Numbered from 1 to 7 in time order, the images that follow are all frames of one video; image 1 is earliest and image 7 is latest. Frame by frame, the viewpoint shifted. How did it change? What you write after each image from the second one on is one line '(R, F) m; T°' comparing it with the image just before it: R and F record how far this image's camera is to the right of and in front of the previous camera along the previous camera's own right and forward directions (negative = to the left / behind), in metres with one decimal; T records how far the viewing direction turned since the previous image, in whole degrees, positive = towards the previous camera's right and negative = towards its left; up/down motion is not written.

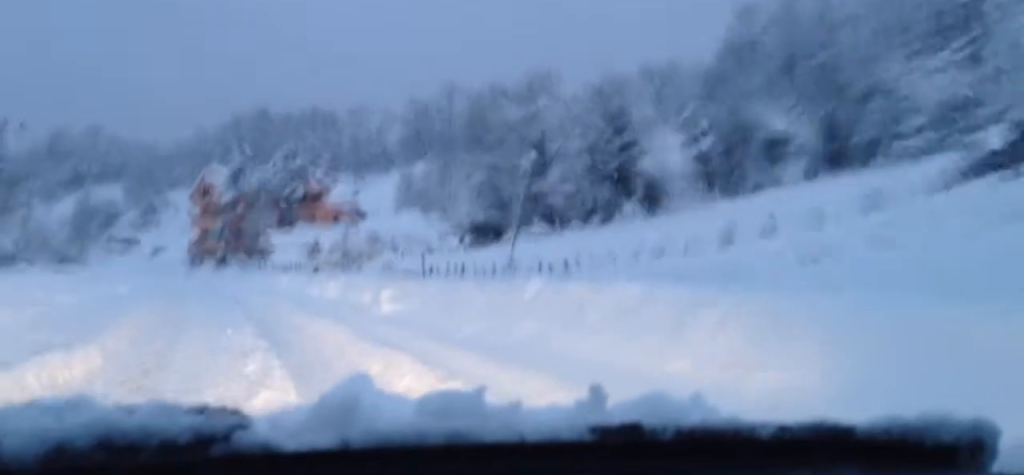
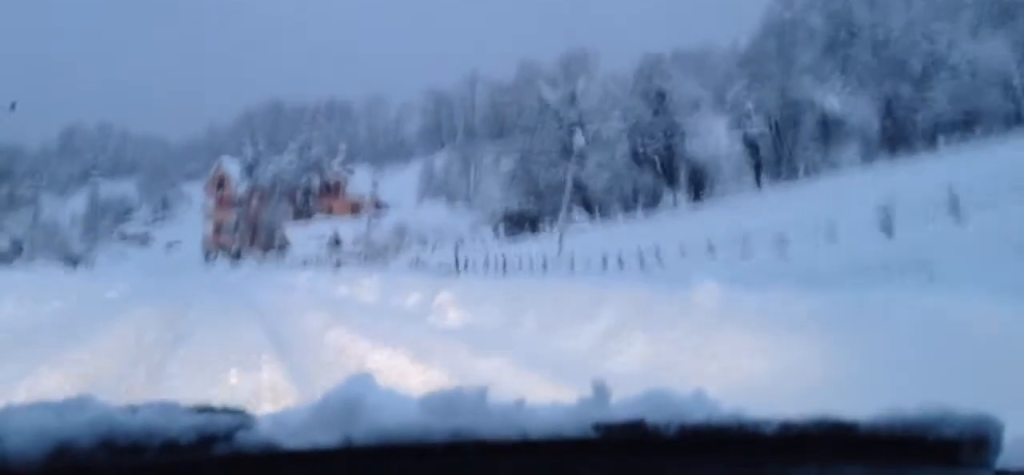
(0.0, +5.8) m; +1°
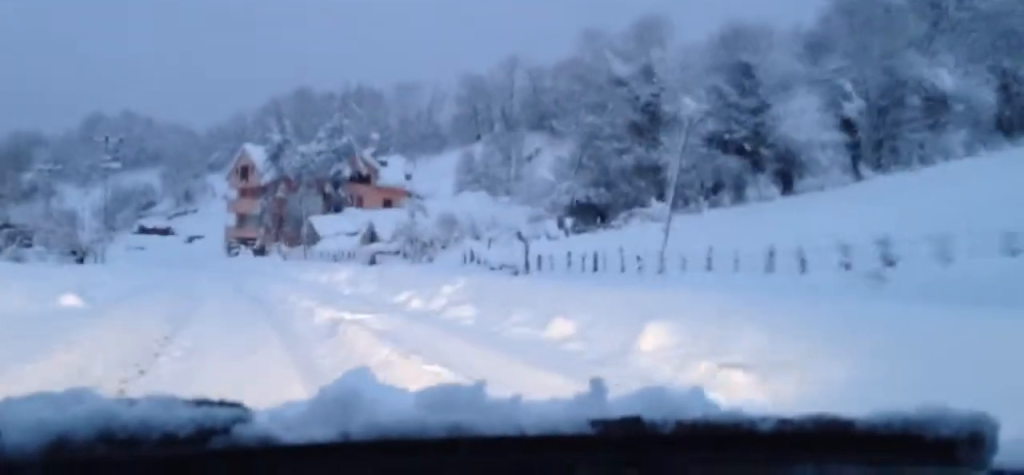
(+0.1, +9.2) m; -1°
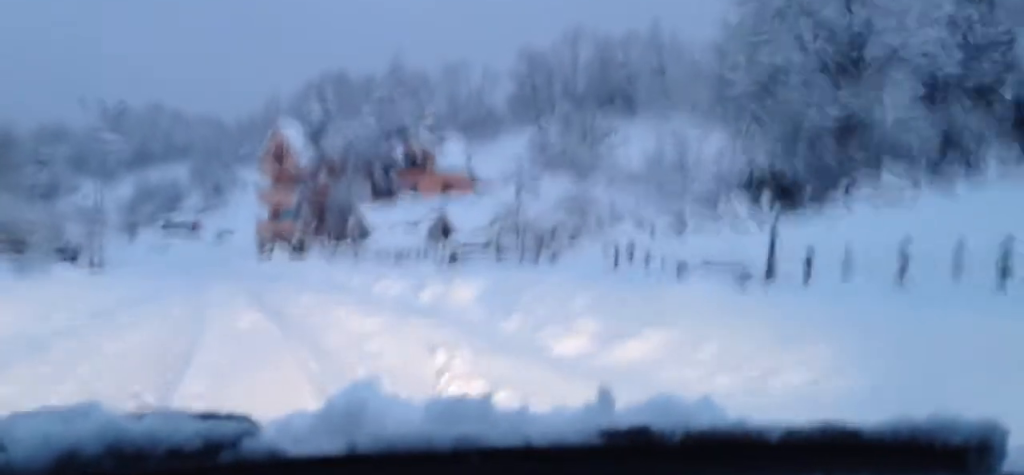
(-0.2, +17.7) m; -1°
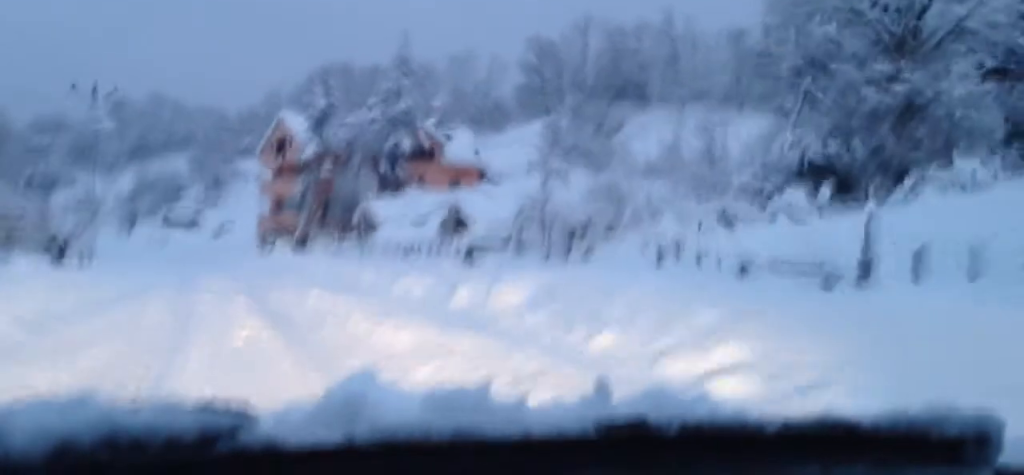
(0.0, +3.7) m; -1°
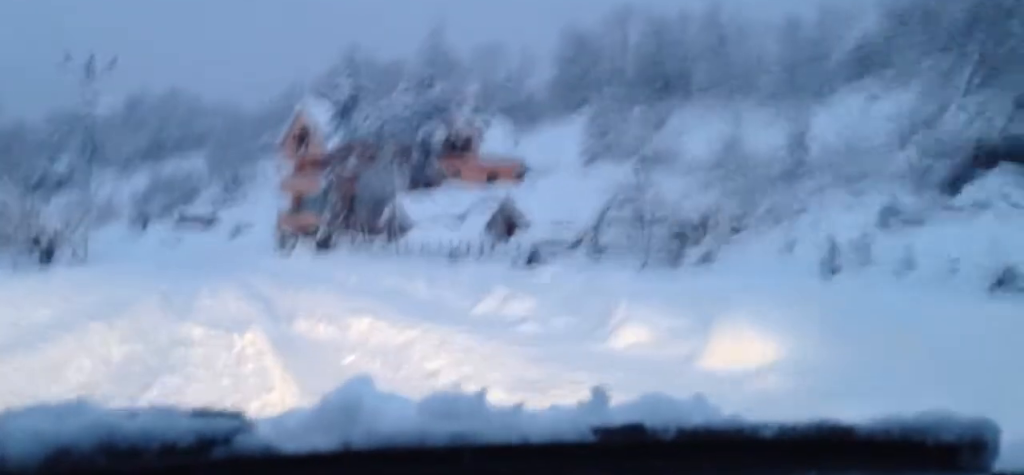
(-0.1, +8.0) m; -2°
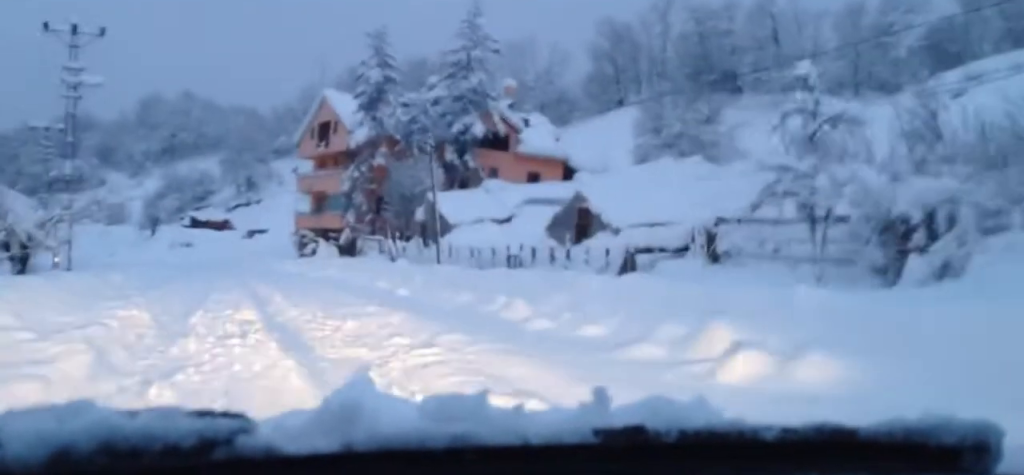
(-0.1, +8.5) m; -1°
